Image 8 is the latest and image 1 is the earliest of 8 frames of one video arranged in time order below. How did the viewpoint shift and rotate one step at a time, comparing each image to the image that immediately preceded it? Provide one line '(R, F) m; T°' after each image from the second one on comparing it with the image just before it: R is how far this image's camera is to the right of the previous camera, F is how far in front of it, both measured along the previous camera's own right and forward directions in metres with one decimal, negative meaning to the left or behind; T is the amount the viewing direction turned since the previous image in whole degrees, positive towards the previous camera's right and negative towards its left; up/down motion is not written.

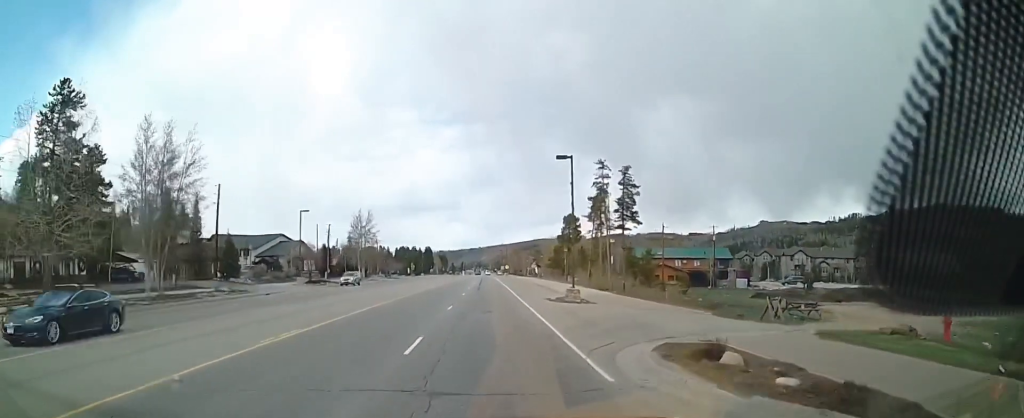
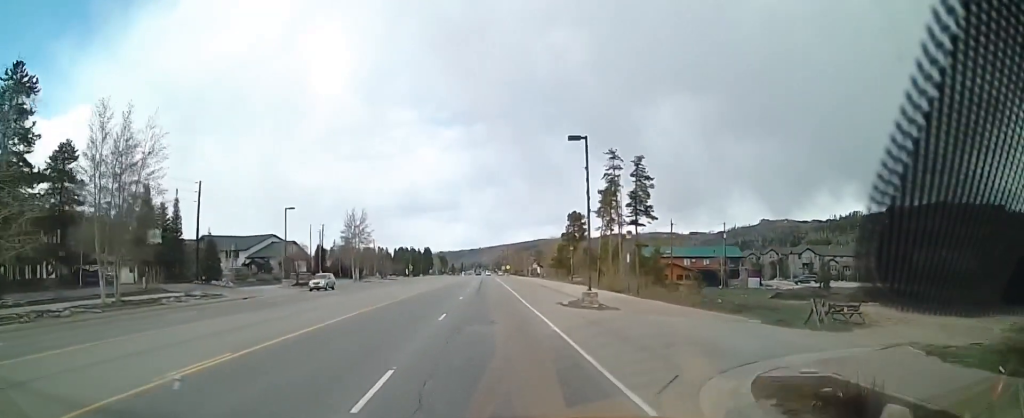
(0.0, +5.3) m; 0°
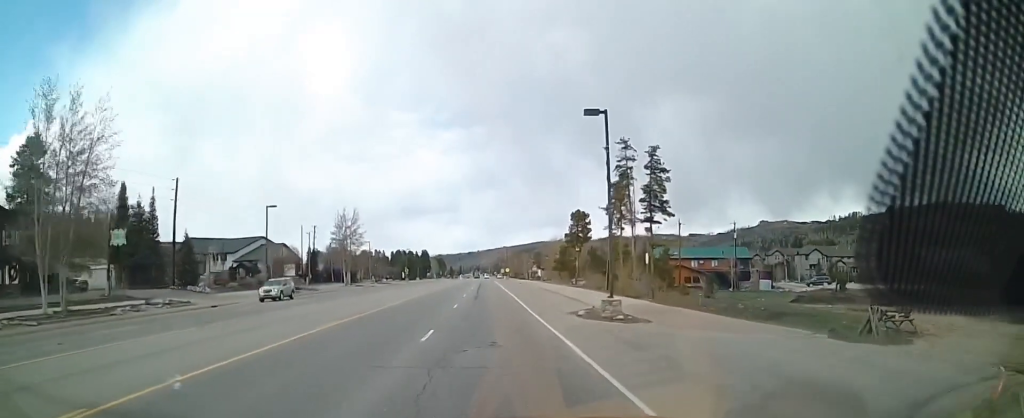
(-0.1, +5.2) m; 0°
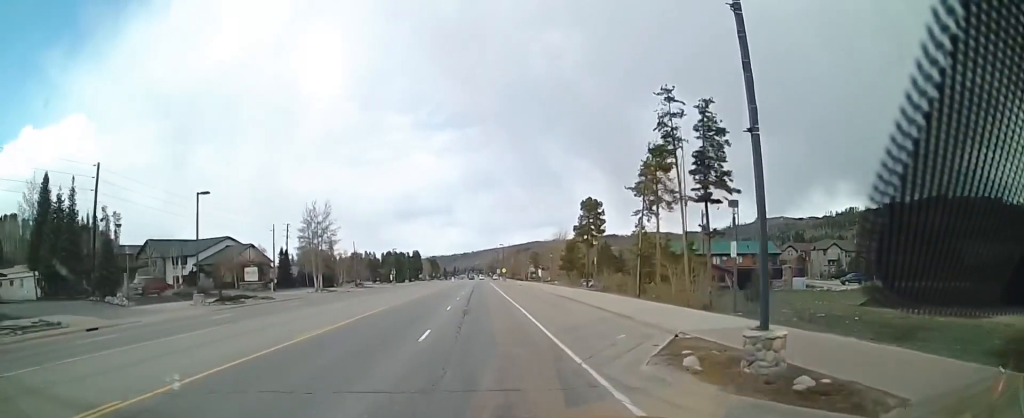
(0.0, +13.6) m; -1°
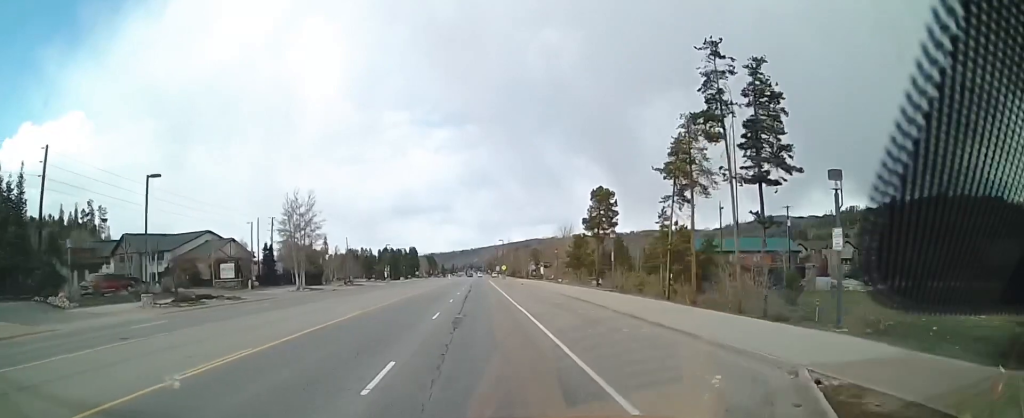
(-0.1, +7.3) m; 0°
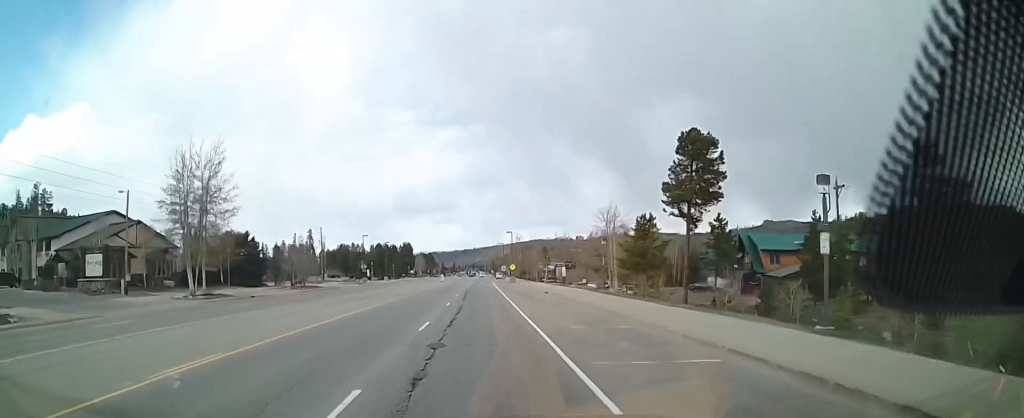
(+0.1, +28.3) m; -1°
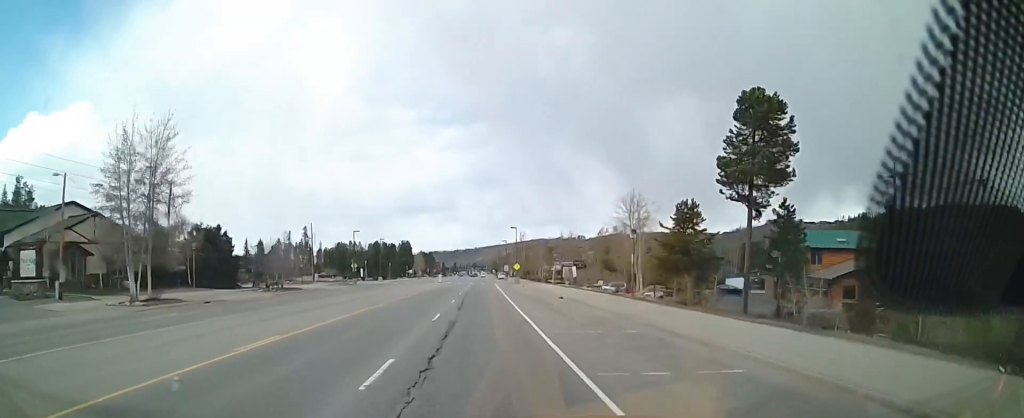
(-0.1, +8.8) m; 0°
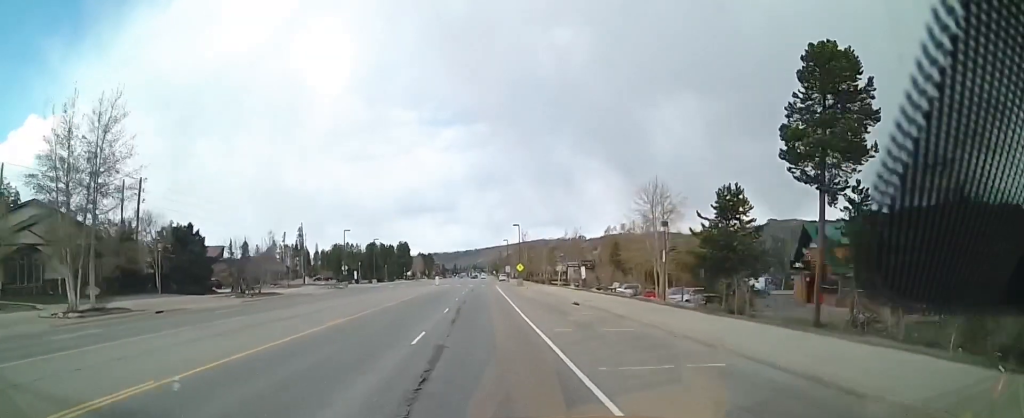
(+0.1, +6.7) m; 0°
